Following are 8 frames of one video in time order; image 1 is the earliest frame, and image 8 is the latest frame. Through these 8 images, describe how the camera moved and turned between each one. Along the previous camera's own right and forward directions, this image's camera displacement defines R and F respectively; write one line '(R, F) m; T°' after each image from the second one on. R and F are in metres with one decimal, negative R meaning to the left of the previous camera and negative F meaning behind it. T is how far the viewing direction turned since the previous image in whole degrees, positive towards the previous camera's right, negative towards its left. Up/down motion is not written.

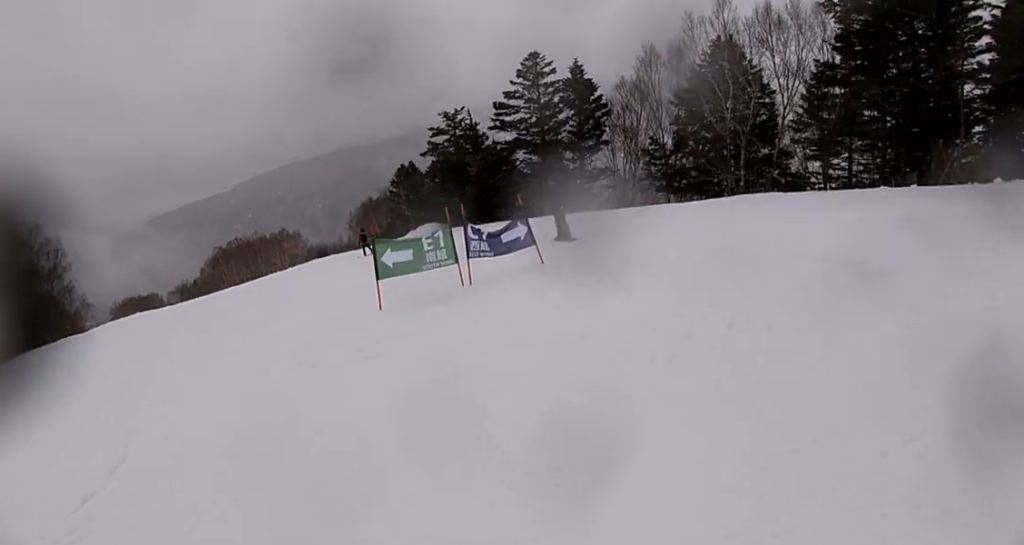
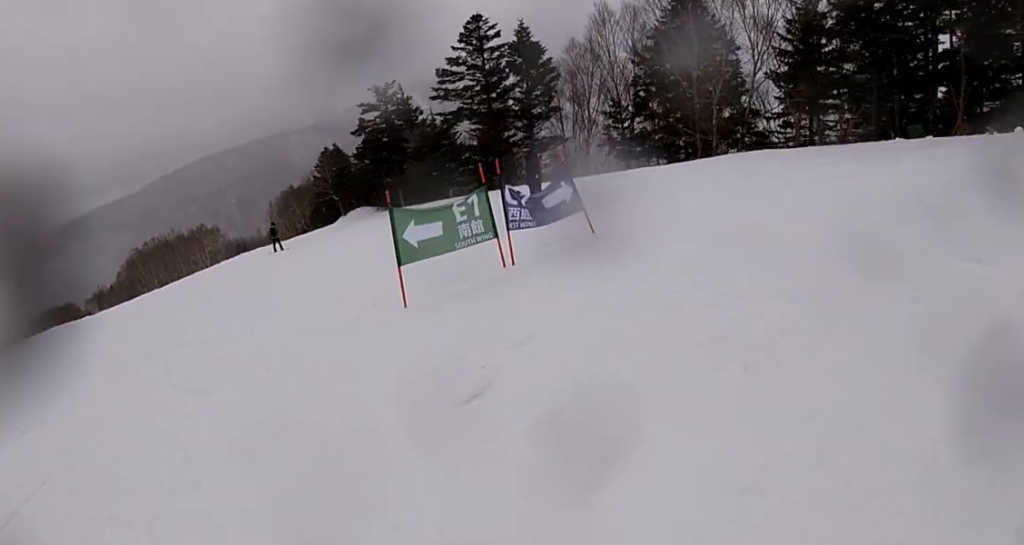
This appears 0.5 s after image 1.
(+0.1, +2.8) m; +6°
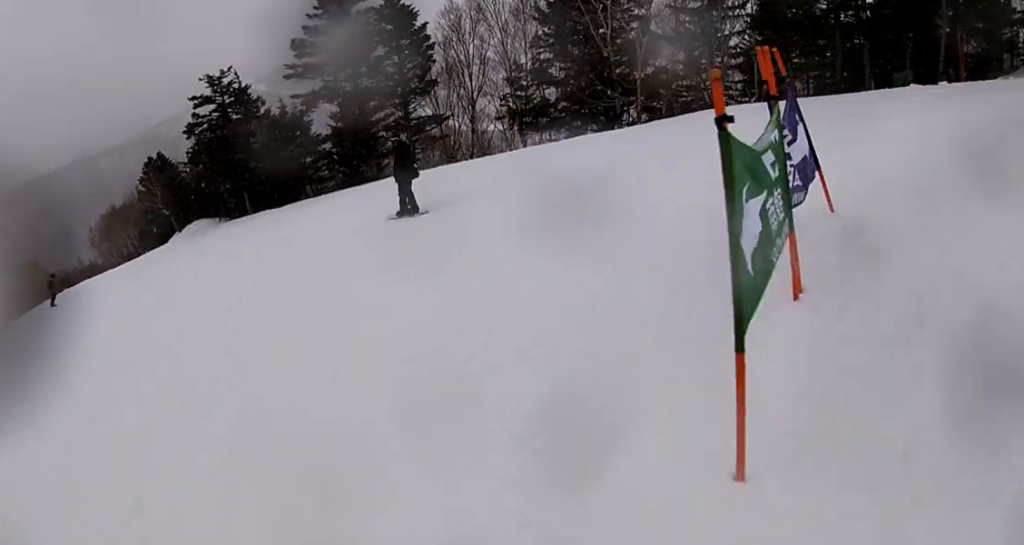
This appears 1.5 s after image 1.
(+0.6, +5.3) m; +10°
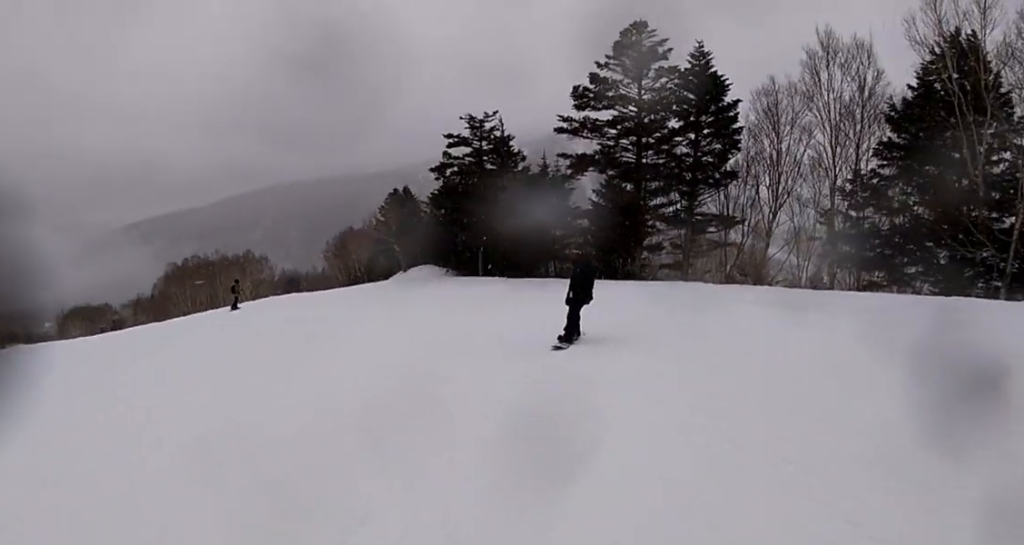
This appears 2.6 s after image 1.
(+0.4, +5.6) m; -1°
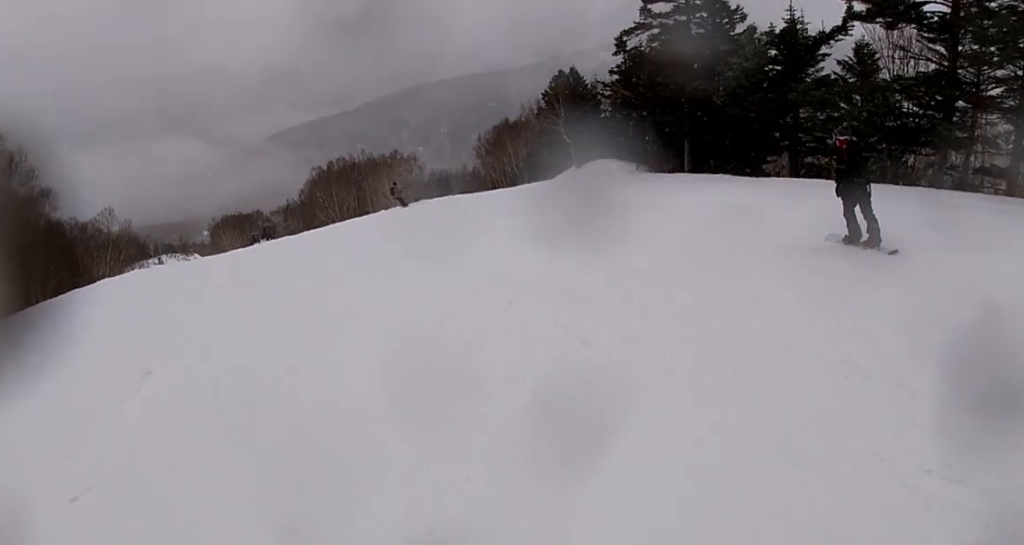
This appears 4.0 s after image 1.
(-0.8, +7.2) m; -9°
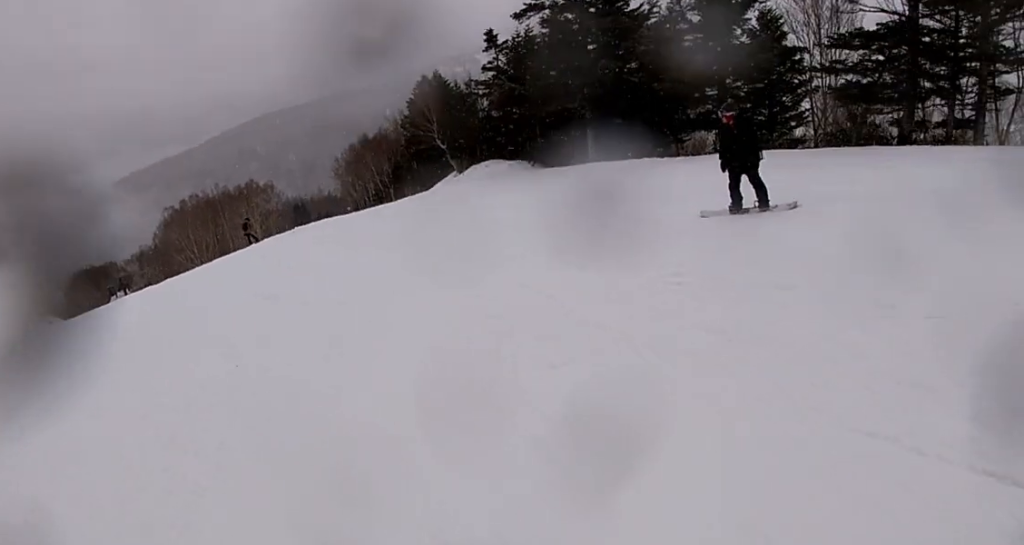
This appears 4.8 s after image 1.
(-0.1, +3.8) m; +8°
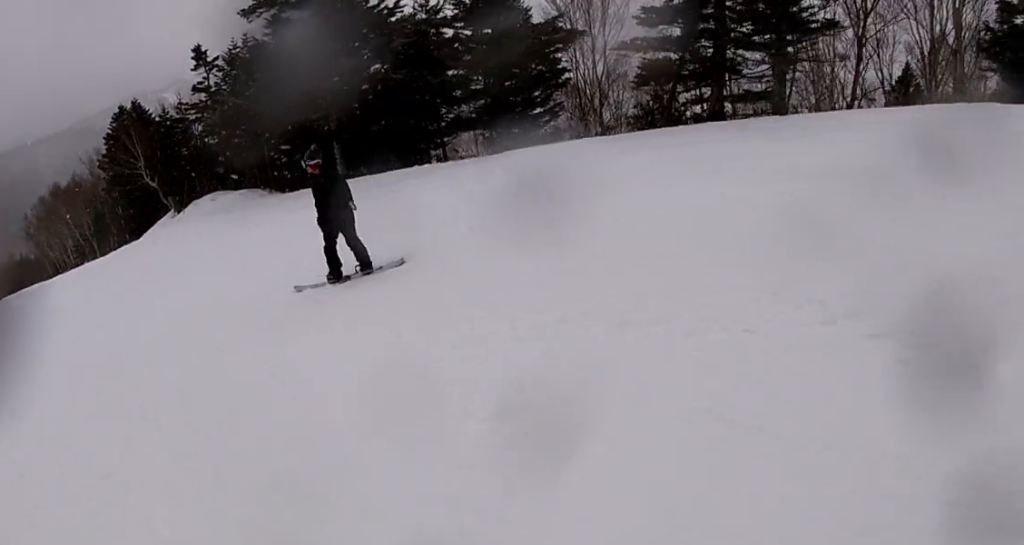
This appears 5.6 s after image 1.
(+0.6, +3.9) m; +13°
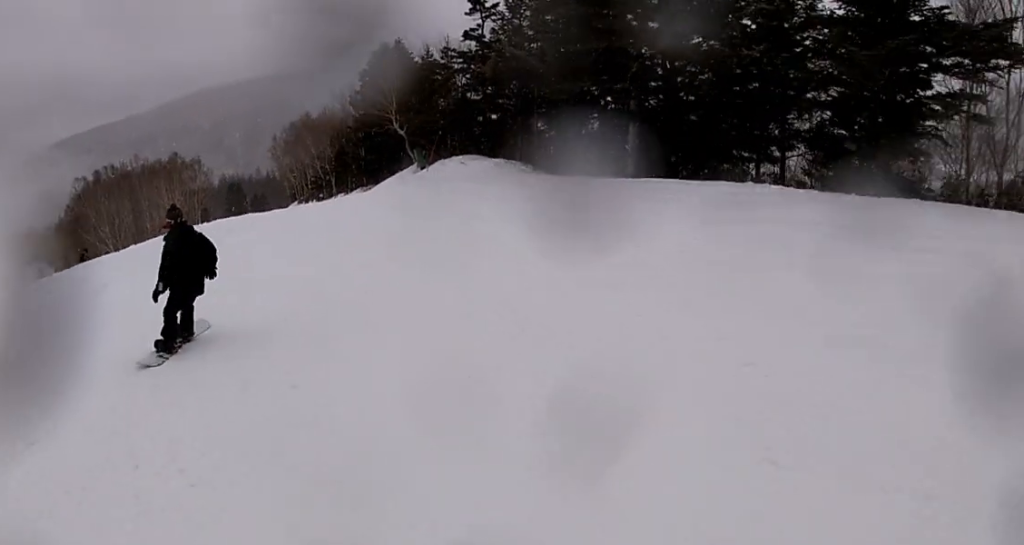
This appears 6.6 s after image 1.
(+0.8, +5.2) m; +1°
